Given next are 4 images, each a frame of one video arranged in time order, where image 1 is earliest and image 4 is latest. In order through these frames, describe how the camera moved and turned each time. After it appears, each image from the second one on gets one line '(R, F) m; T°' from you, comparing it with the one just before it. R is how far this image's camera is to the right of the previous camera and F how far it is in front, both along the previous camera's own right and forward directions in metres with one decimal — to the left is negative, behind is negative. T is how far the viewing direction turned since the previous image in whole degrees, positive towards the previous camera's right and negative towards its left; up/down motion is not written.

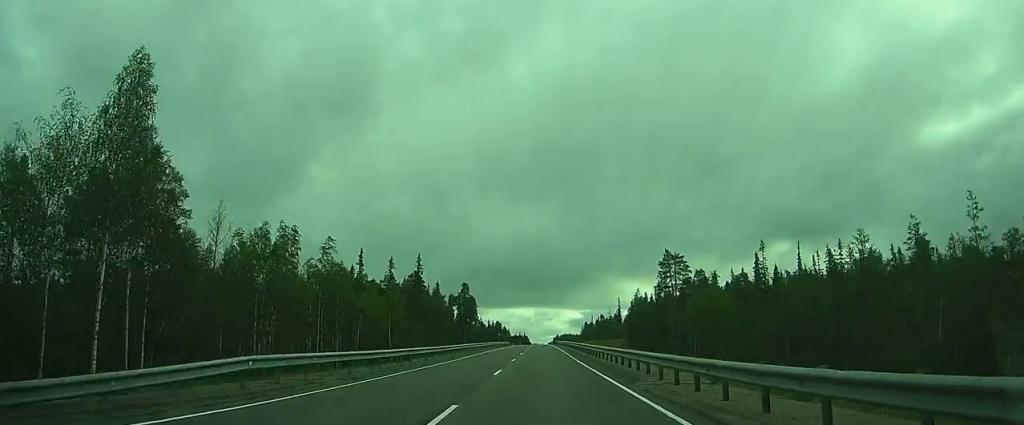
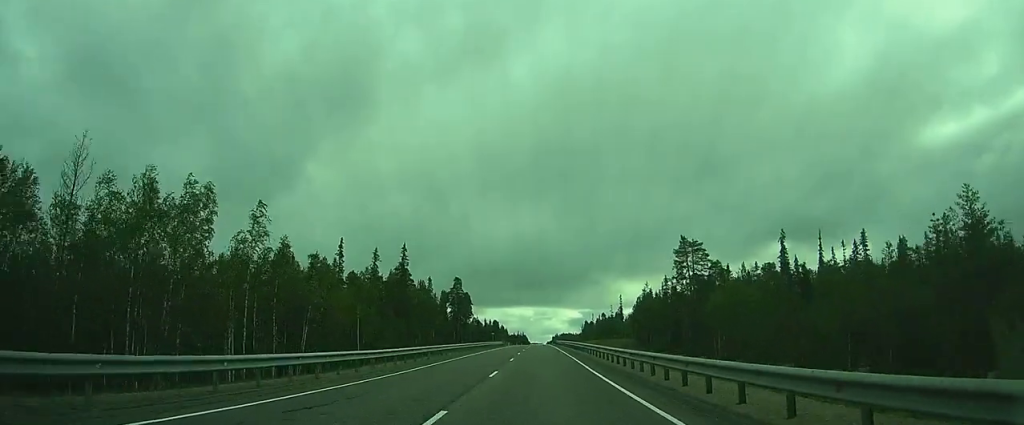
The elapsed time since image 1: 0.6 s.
(0.0, +12.7) m; 0°
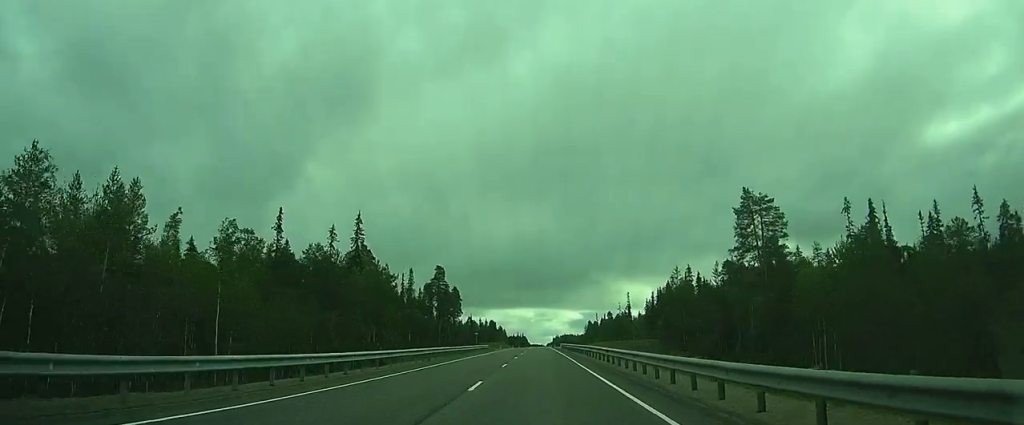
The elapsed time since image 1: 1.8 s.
(-0.1, +27.9) m; 0°
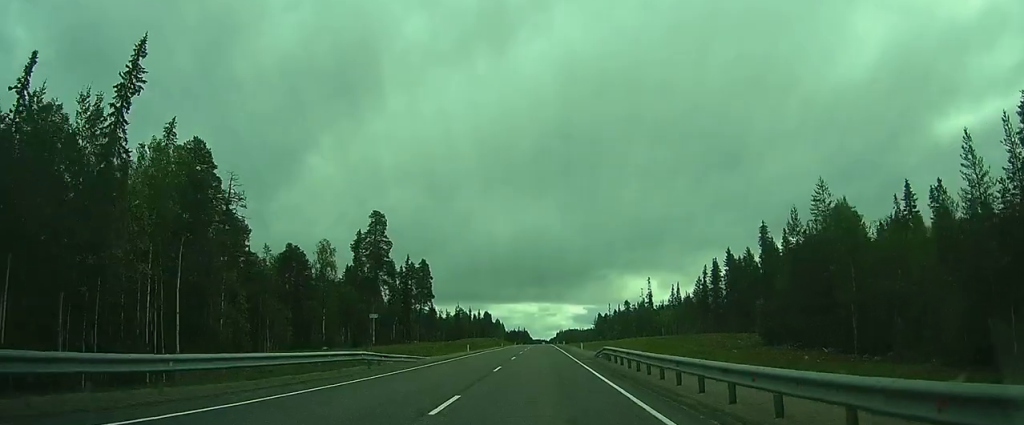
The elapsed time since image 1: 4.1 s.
(+0.1, +47.9) m; 0°
